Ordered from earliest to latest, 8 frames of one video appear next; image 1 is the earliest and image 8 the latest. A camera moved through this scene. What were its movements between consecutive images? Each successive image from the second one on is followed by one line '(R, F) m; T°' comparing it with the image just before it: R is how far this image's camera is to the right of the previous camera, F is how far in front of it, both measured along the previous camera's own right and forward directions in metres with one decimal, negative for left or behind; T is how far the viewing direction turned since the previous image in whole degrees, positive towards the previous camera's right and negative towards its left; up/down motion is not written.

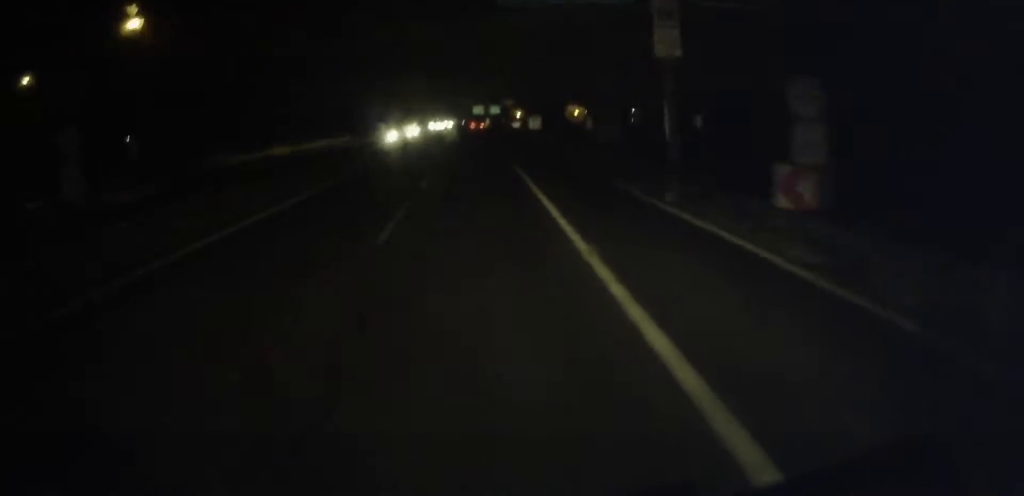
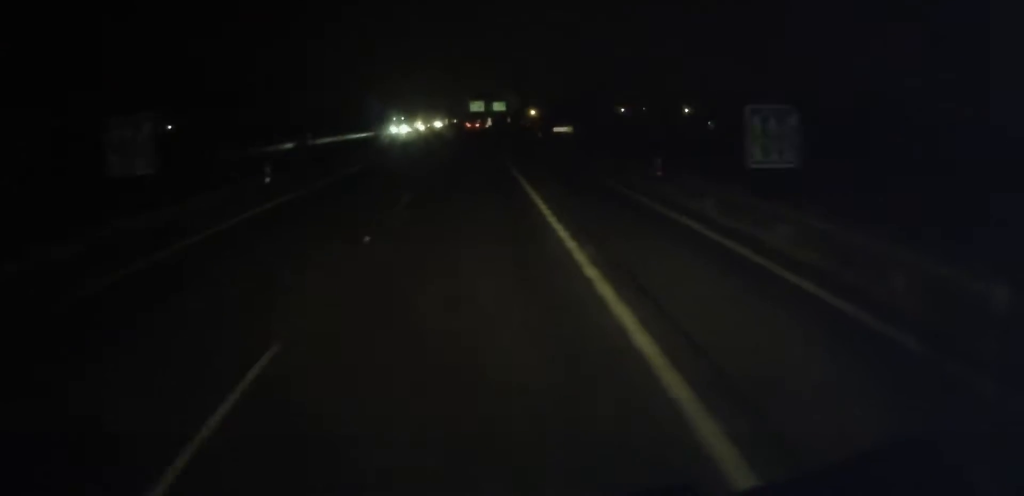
(-0.1, +66.3) m; 0°
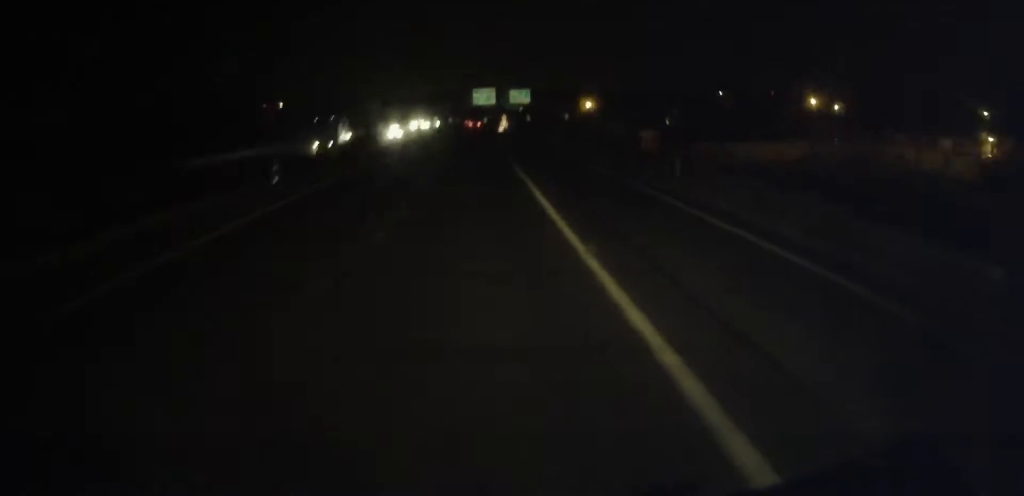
(-0.2, +80.6) m; 0°
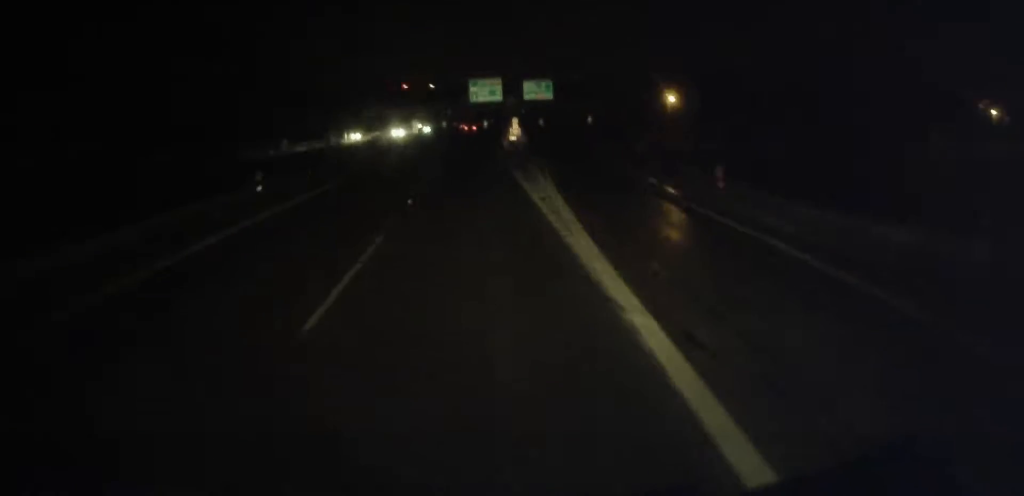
(+0.1, +42.7) m; 0°
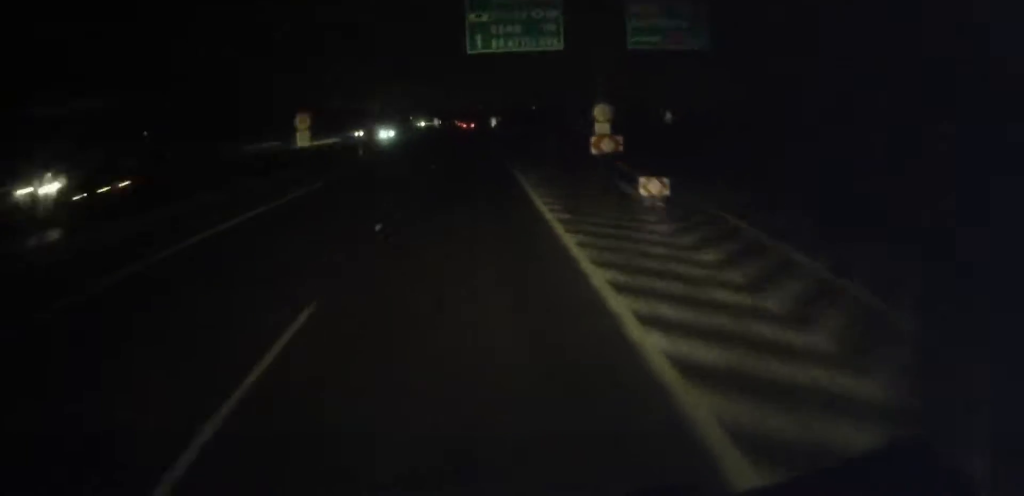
(-0.2, +63.0) m; 0°
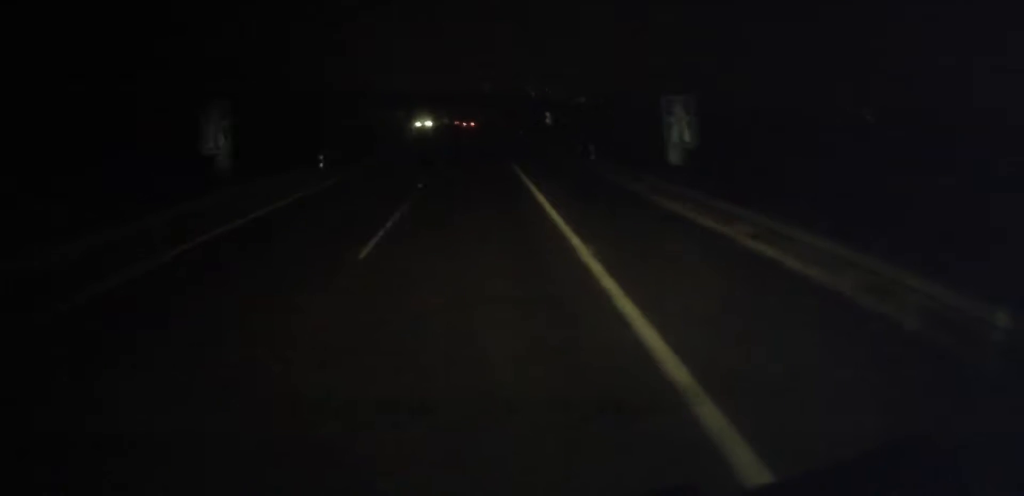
(-0.6, +140.2) m; -1°
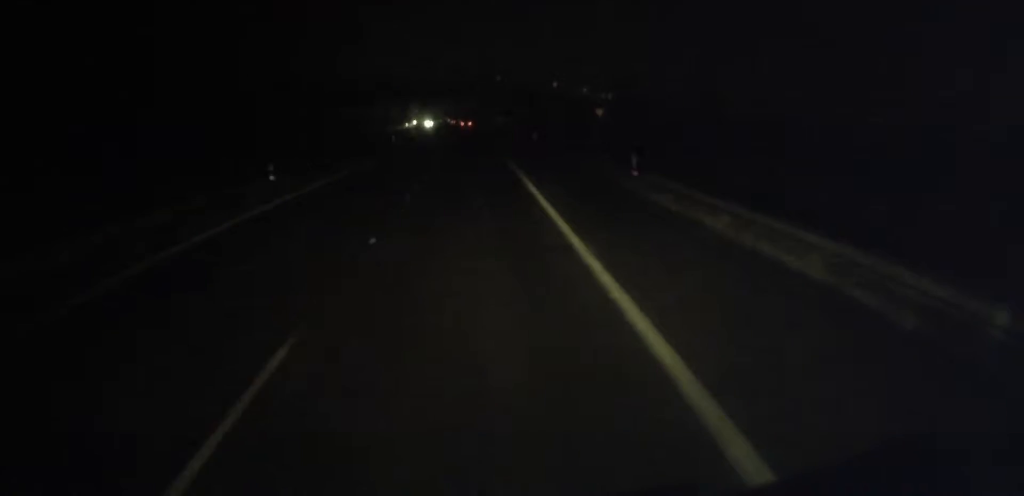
(-0.3, +46.5) m; -1°
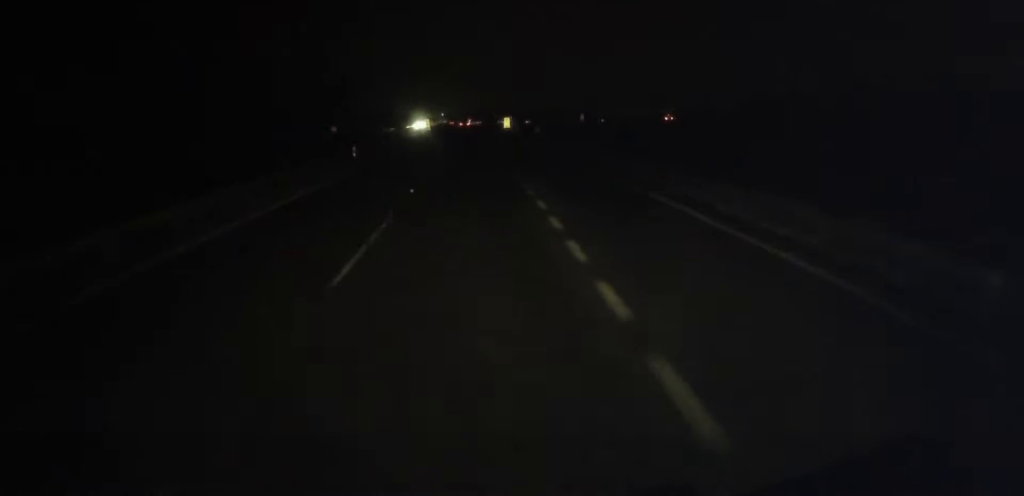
(-4.4, +216.7) m; -2°
